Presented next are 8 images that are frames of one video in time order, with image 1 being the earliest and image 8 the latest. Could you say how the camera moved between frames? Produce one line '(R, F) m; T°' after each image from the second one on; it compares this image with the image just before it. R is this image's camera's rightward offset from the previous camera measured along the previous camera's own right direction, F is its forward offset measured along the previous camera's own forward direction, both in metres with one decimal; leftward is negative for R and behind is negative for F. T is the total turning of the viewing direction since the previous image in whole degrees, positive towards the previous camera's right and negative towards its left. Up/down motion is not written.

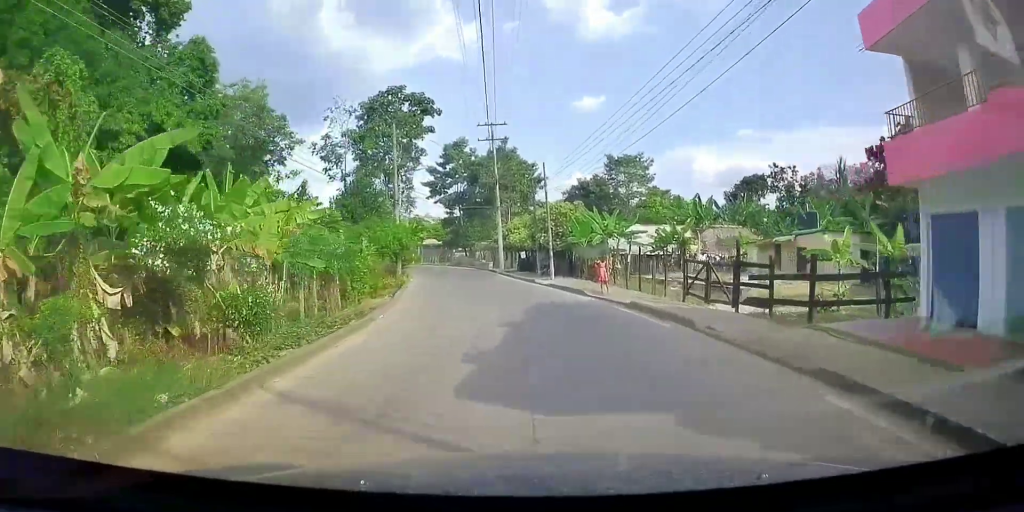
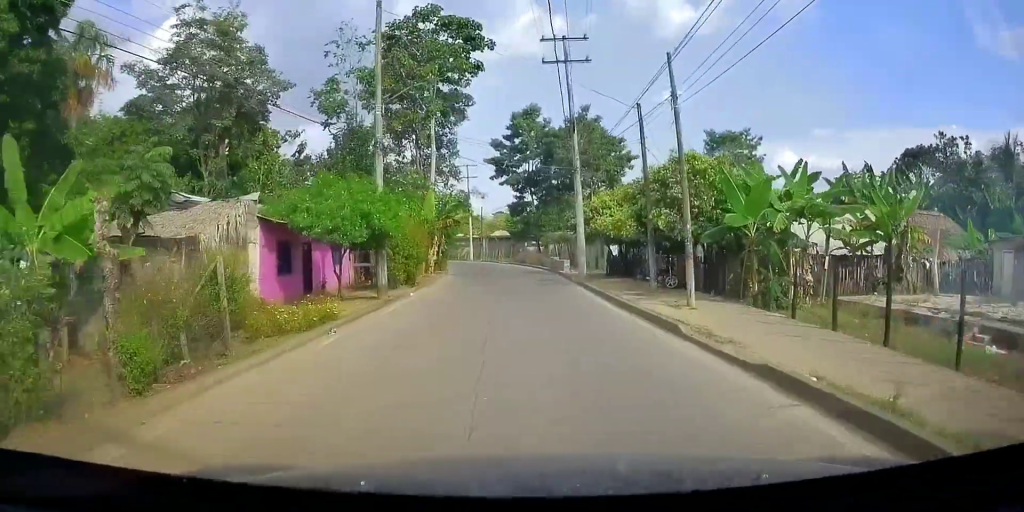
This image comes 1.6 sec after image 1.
(-1.2, +17.2) m; -10°
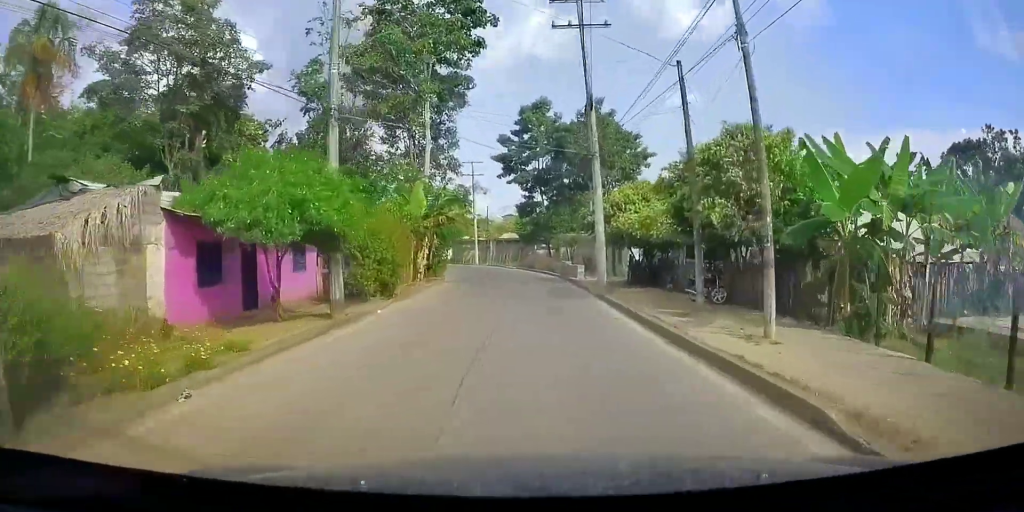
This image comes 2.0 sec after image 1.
(-0.2, +4.8) m; -3°
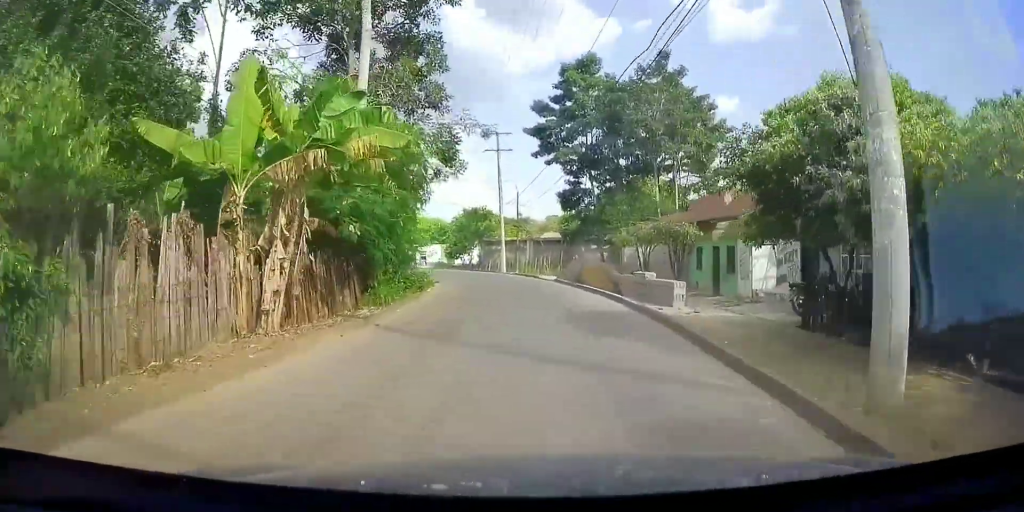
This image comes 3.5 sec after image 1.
(-1.1, +16.5) m; -8°
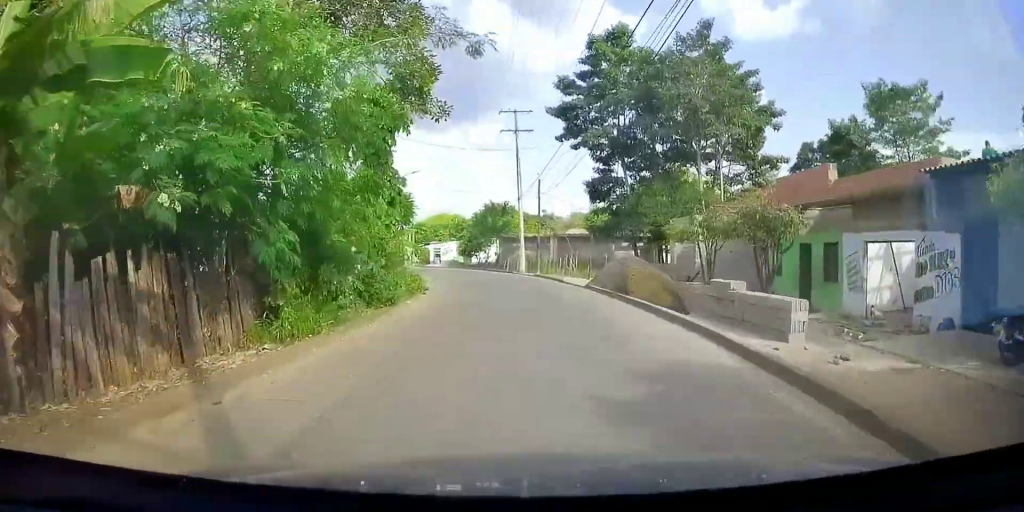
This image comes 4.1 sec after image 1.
(-0.4, +7.2) m; 0°
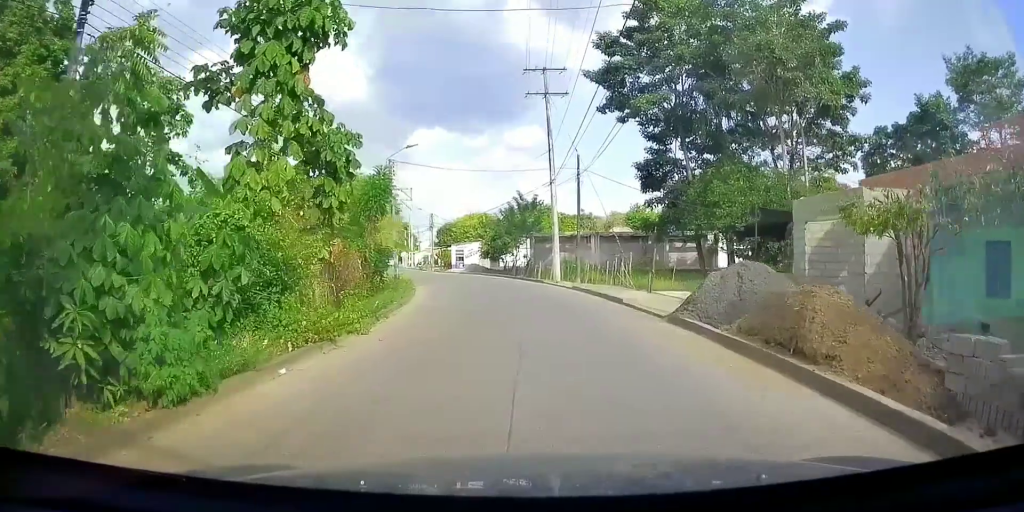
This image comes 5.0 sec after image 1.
(+0.1, +10.7) m; 0°
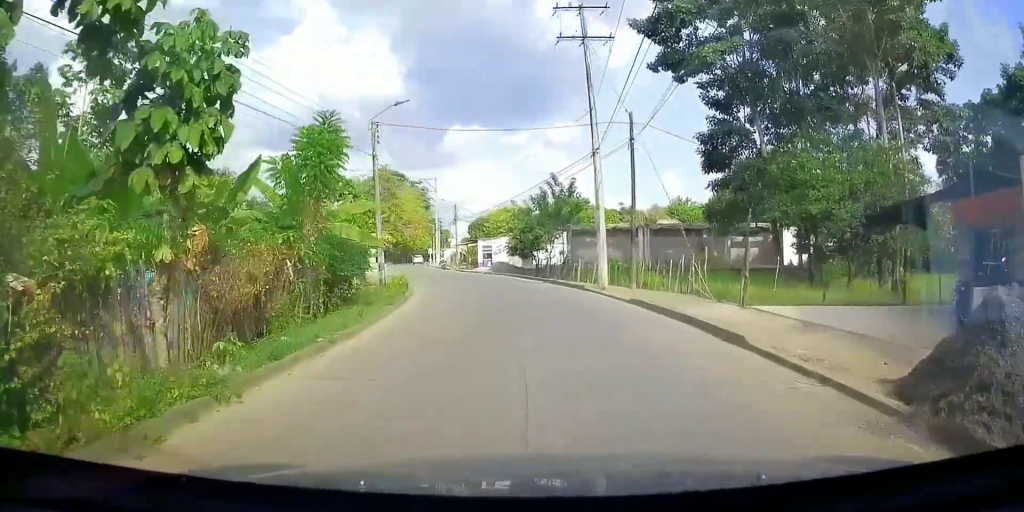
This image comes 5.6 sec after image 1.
(+0.1, +8.4) m; -2°
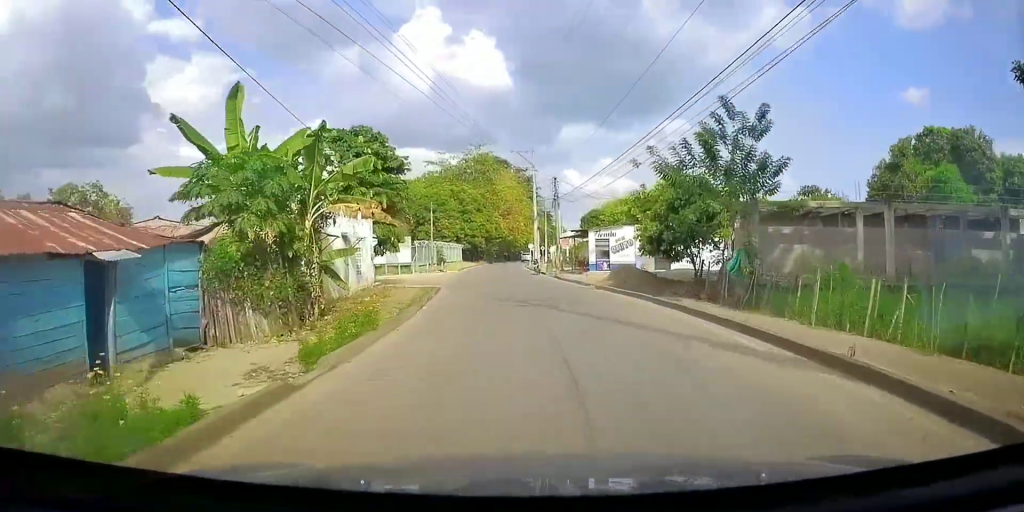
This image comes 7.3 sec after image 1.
(-2.3, +20.9) m; -10°
